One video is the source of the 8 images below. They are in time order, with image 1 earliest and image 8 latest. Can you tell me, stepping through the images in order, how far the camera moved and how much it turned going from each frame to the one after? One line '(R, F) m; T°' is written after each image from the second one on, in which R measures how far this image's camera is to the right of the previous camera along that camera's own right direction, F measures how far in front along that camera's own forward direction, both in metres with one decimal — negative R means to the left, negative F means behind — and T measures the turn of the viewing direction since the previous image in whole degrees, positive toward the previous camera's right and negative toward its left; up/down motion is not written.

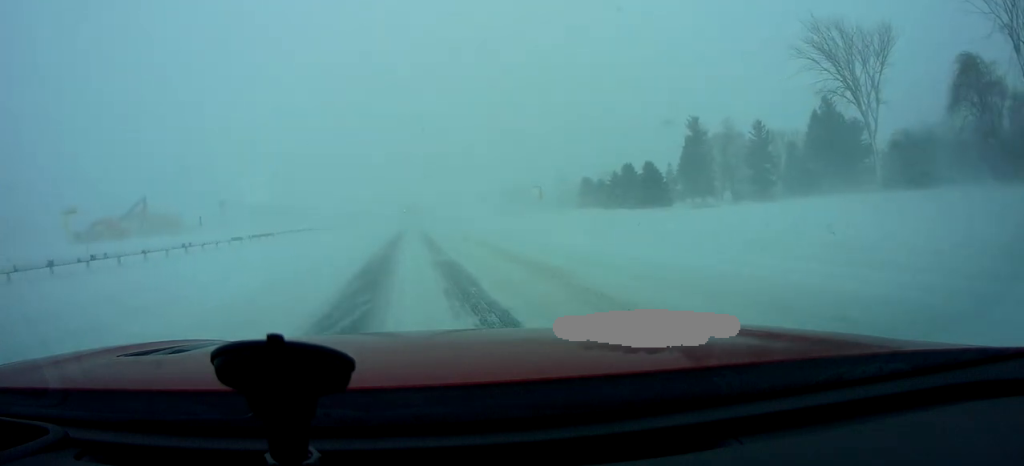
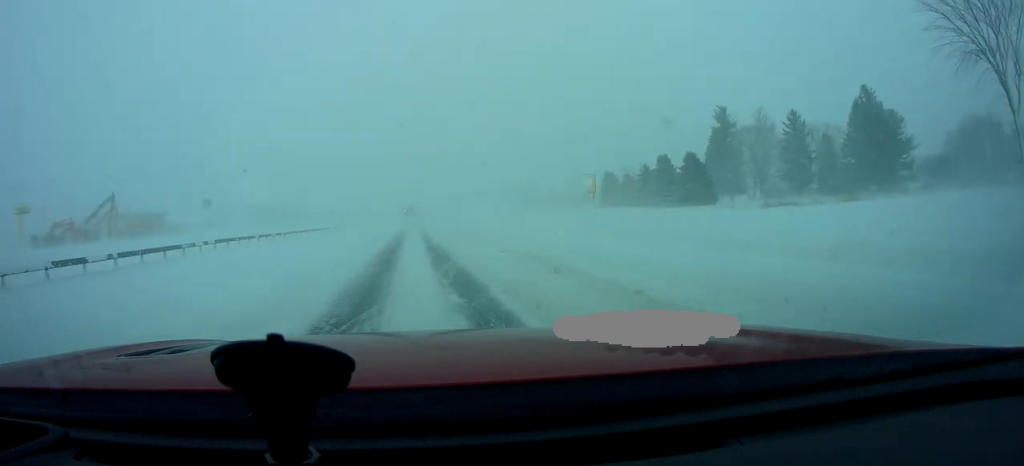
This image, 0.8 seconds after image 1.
(+0.3, +15.5) m; +1°
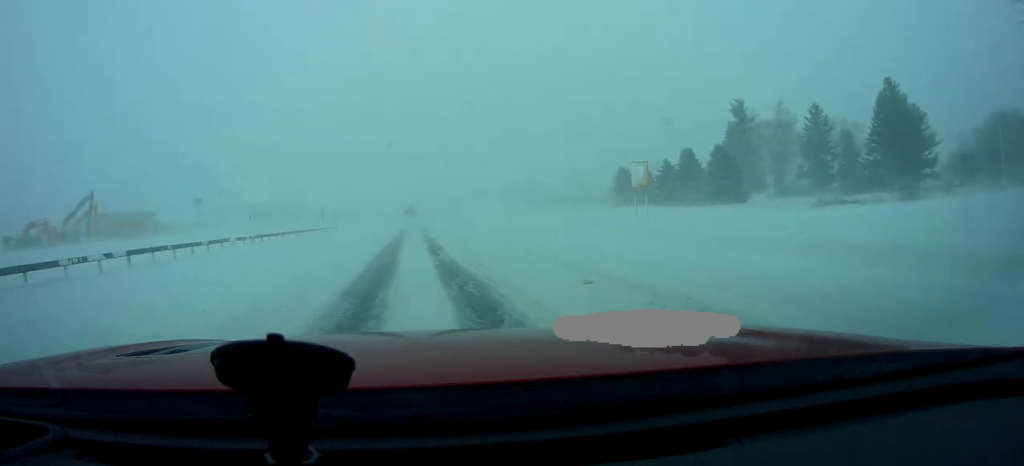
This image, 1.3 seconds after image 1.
(+0.2, +8.6) m; 0°
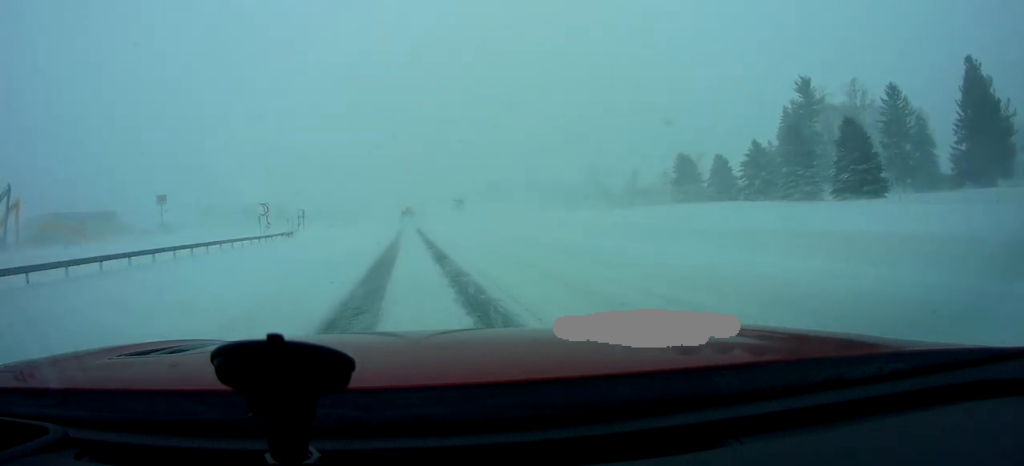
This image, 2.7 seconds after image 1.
(-0.3, +25.6) m; -1°
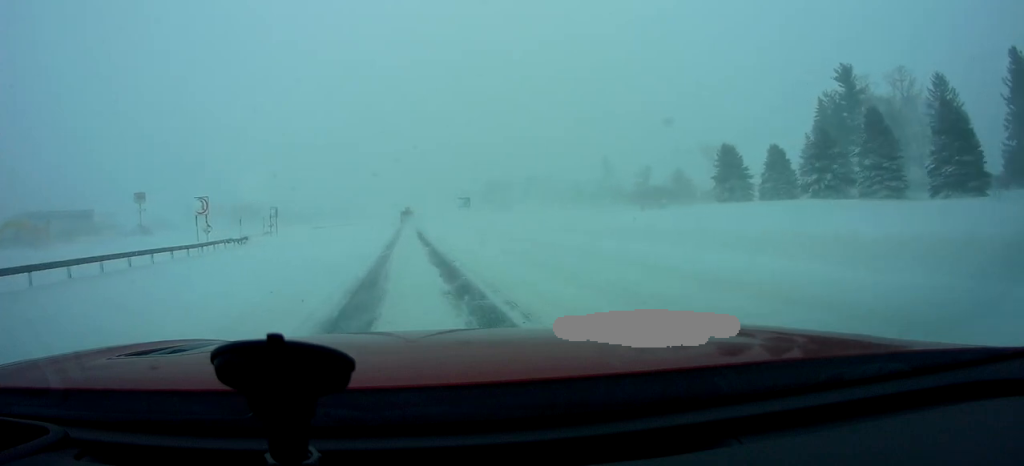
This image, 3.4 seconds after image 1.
(0.0, +12.5) m; 0°
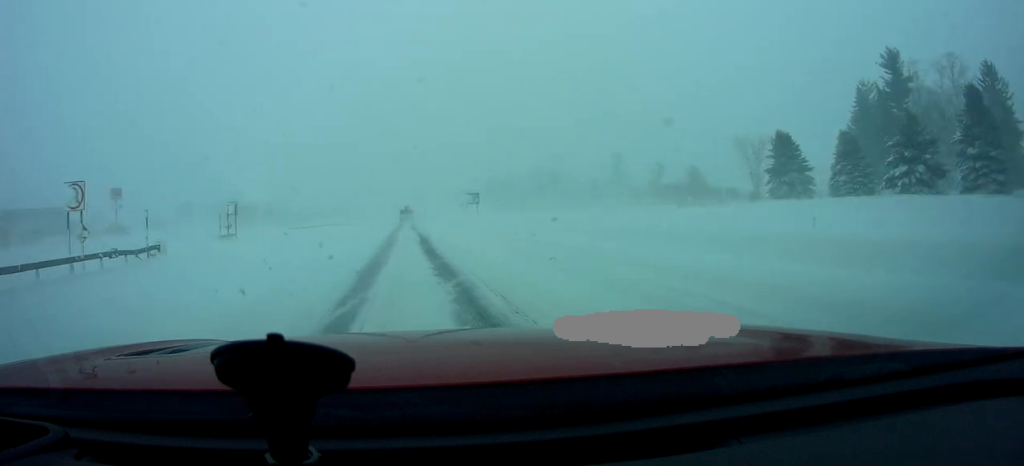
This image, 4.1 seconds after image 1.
(0.0, +12.1) m; +1°
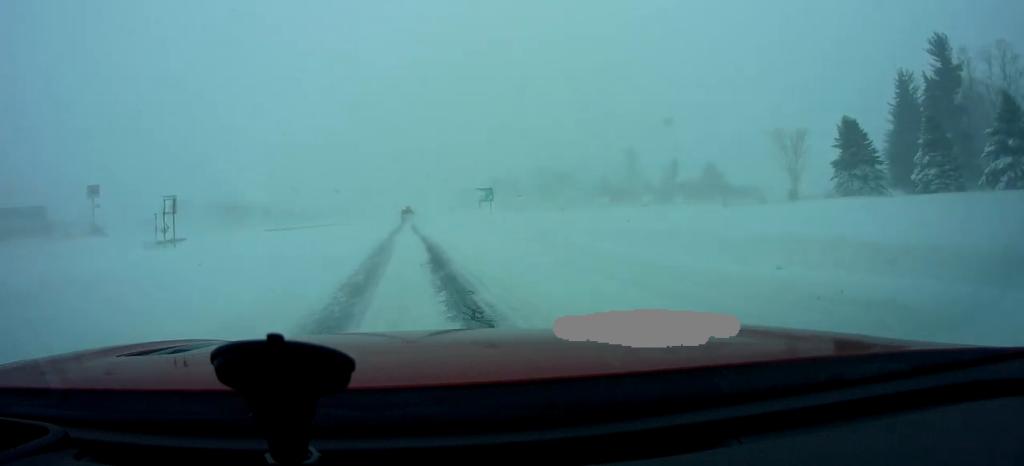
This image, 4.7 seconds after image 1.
(0.0, +10.9) m; 0°
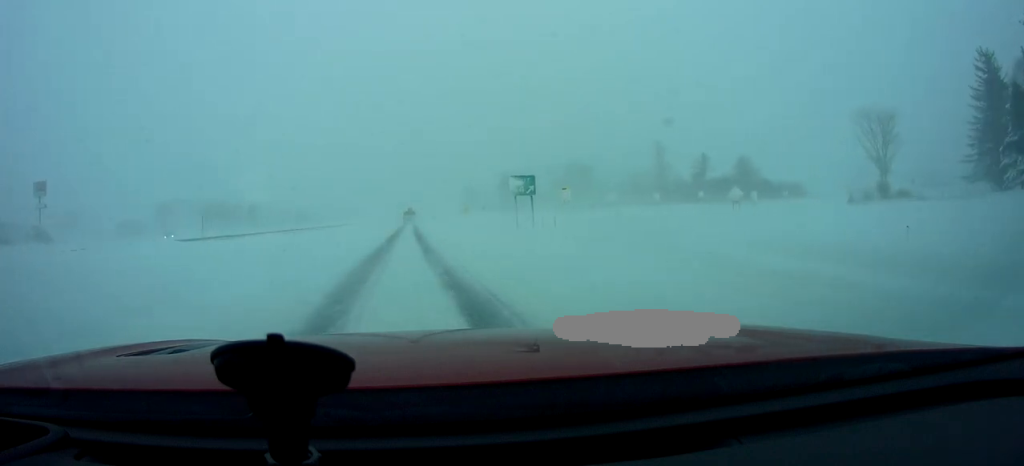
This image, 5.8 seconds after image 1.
(+0.2, +20.3) m; 0°
